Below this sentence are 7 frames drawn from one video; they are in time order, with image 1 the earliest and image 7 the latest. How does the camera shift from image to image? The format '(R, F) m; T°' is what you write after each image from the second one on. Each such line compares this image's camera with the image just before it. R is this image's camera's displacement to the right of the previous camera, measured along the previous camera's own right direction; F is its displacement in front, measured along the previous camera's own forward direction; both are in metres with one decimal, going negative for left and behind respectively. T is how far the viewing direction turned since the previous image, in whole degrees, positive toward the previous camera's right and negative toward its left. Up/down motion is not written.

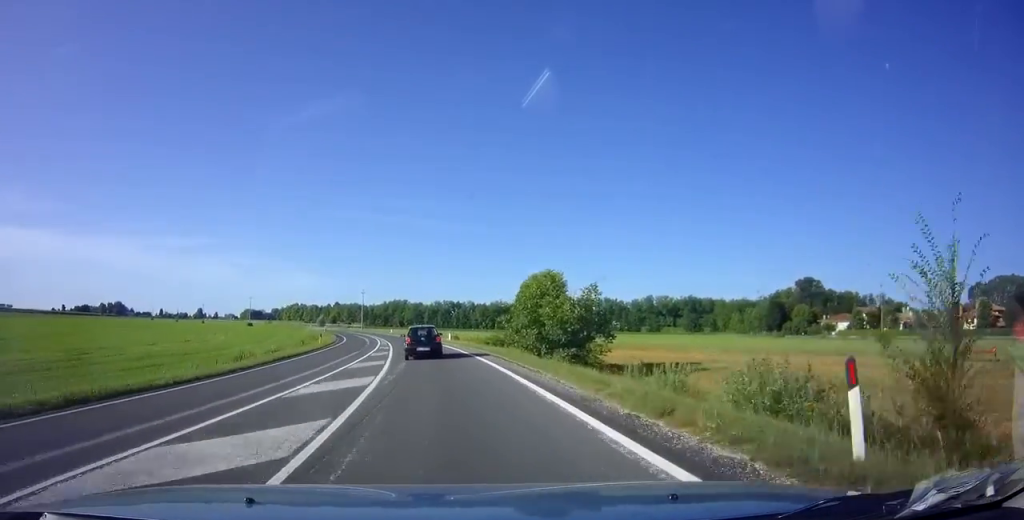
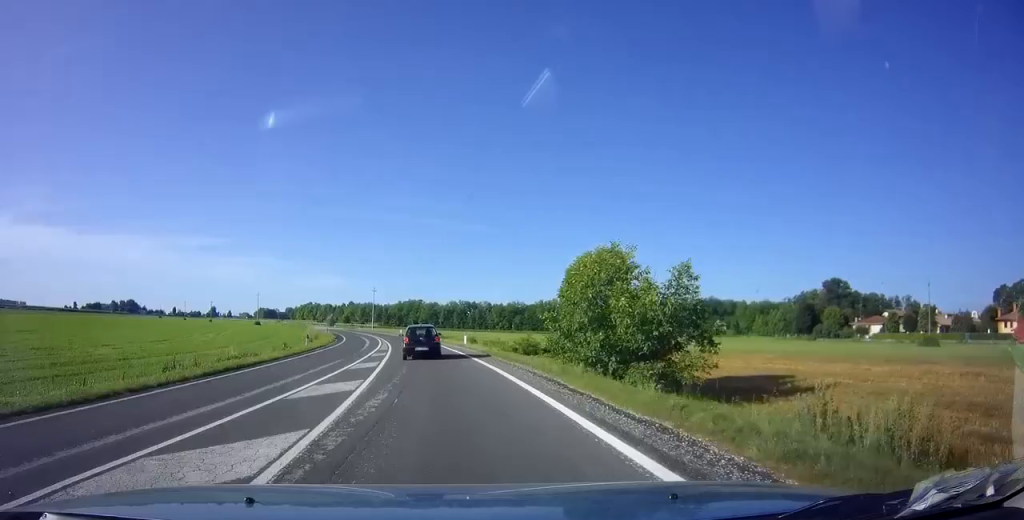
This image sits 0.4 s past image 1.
(-0.1, +8.3) m; -2°
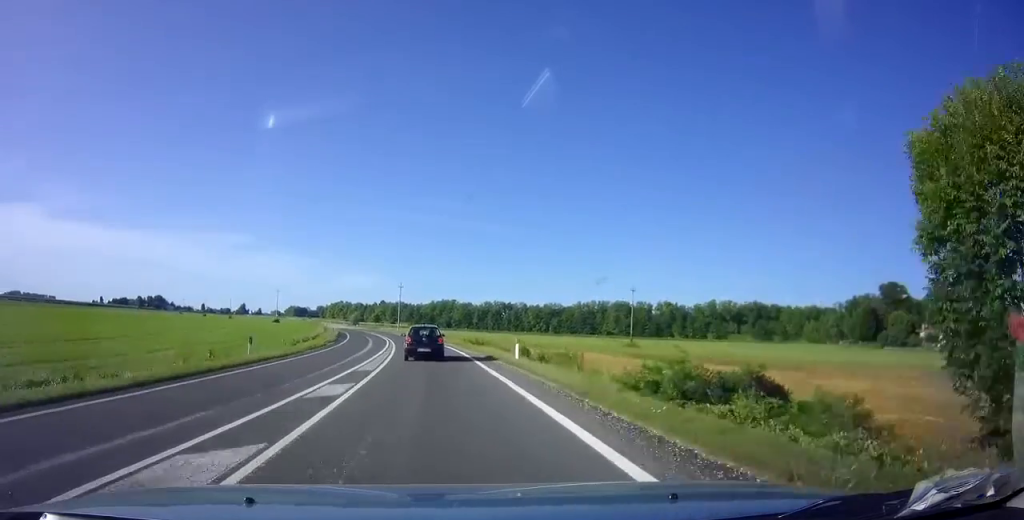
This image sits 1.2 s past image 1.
(-0.4, +15.2) m; -3°
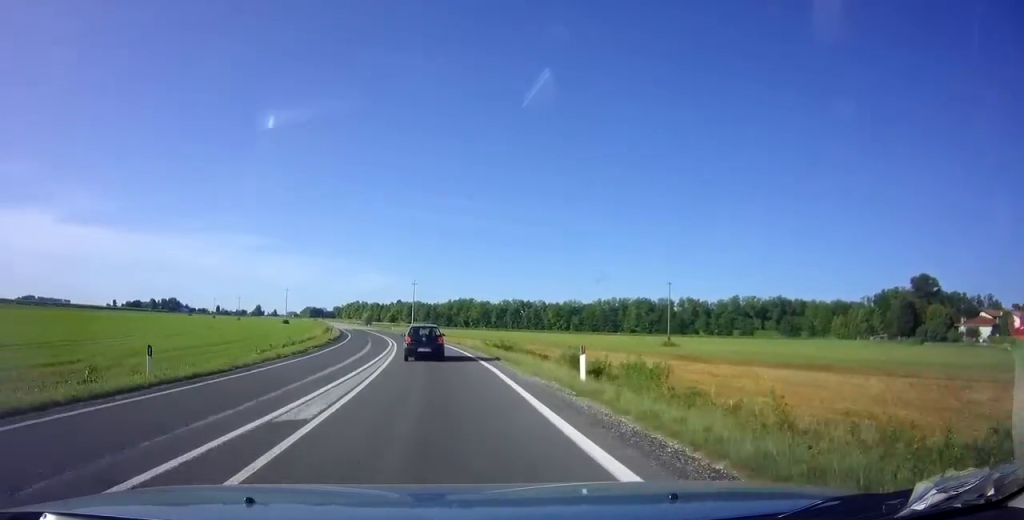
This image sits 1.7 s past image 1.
(-0.3, +8.8) m; -2°
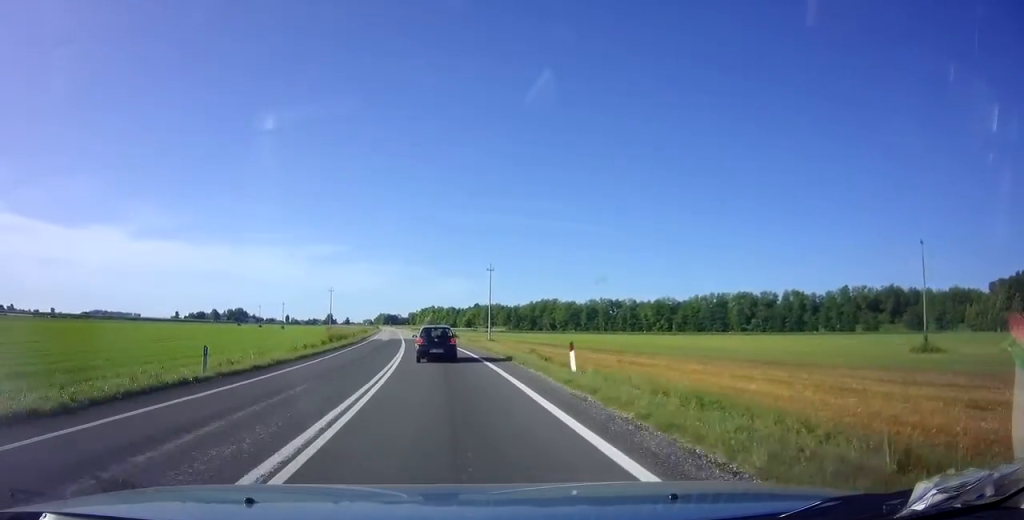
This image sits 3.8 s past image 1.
(-2.8, +38.5) m; -8°
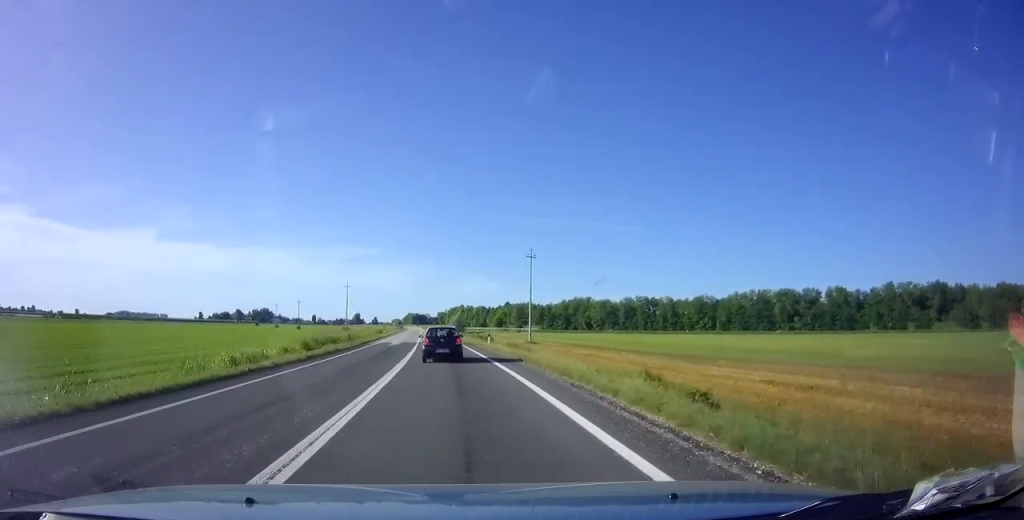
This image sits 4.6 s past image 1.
(-0.4, +15.5) m; -3°
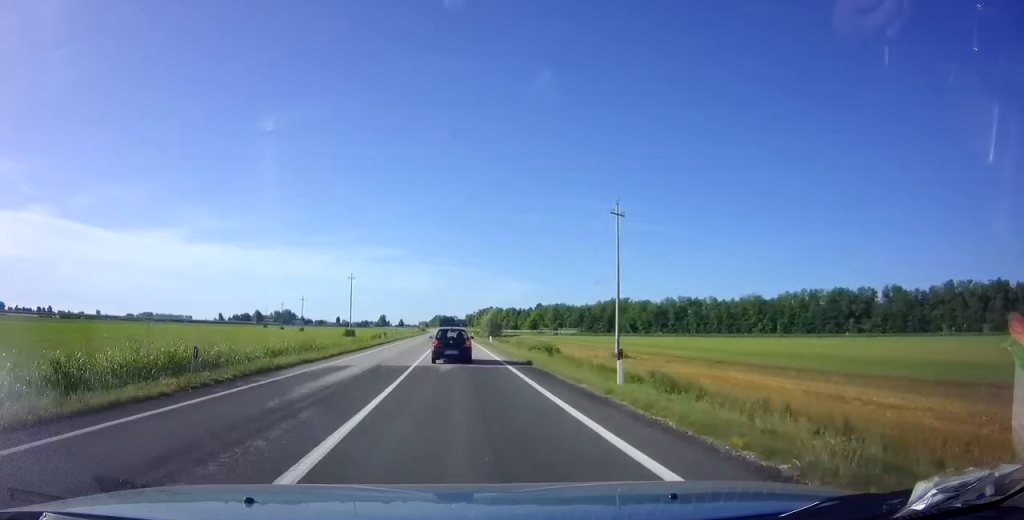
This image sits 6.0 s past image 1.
(-0.9, +27.1) m; -3°
